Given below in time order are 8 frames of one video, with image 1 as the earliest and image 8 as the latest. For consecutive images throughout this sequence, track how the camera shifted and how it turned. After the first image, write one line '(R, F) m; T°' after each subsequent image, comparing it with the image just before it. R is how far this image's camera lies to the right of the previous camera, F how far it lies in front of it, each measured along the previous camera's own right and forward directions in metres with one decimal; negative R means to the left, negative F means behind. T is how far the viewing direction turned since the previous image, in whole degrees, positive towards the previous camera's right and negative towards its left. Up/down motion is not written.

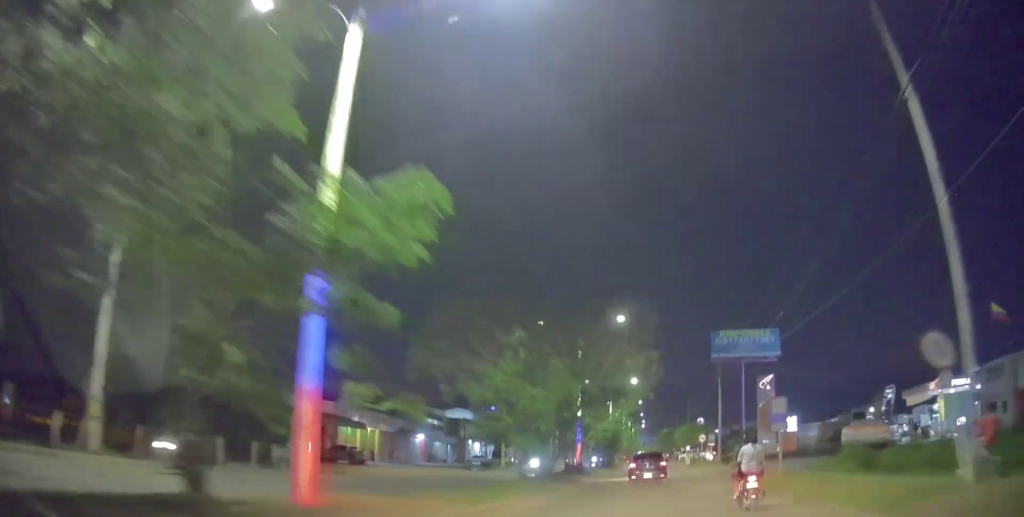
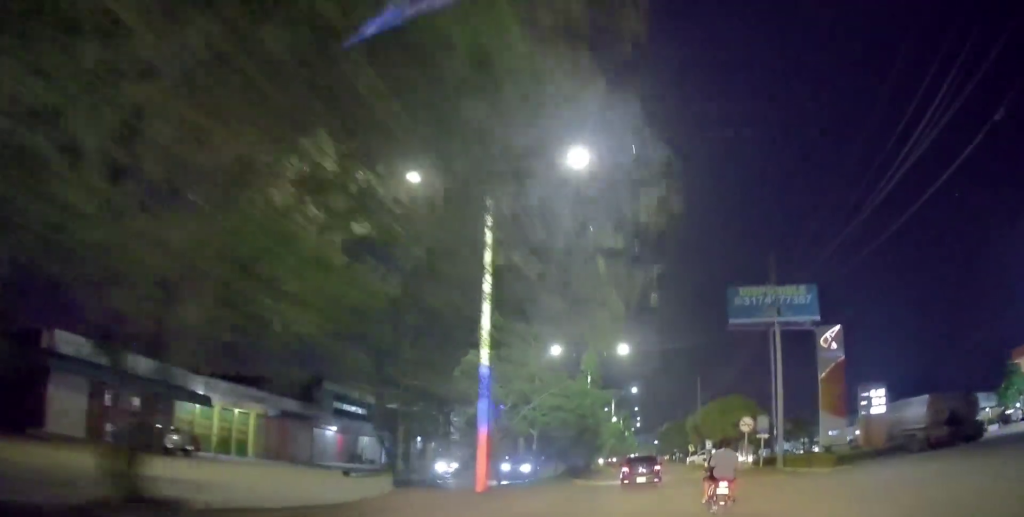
(-0.5, +24.9) m; -4°
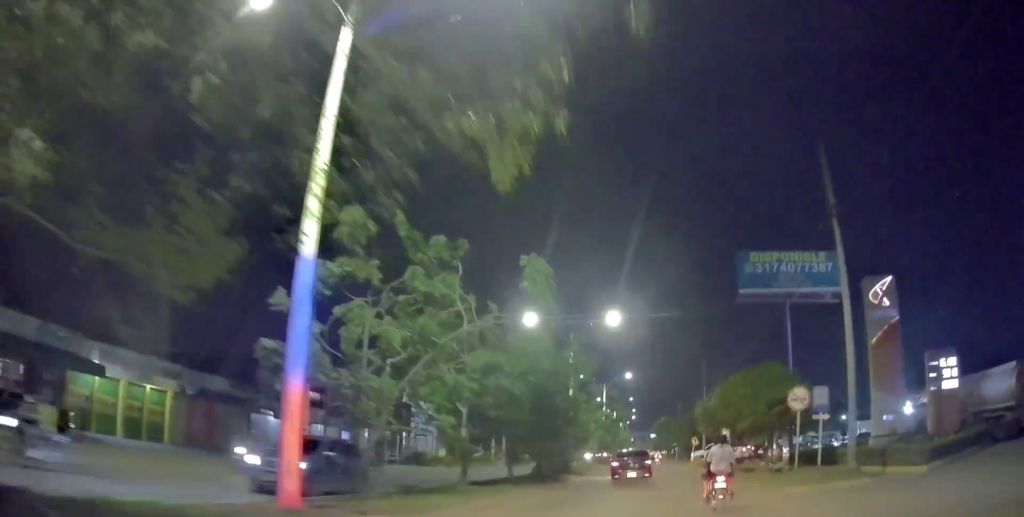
(-0.1, +10.1) m; +1°
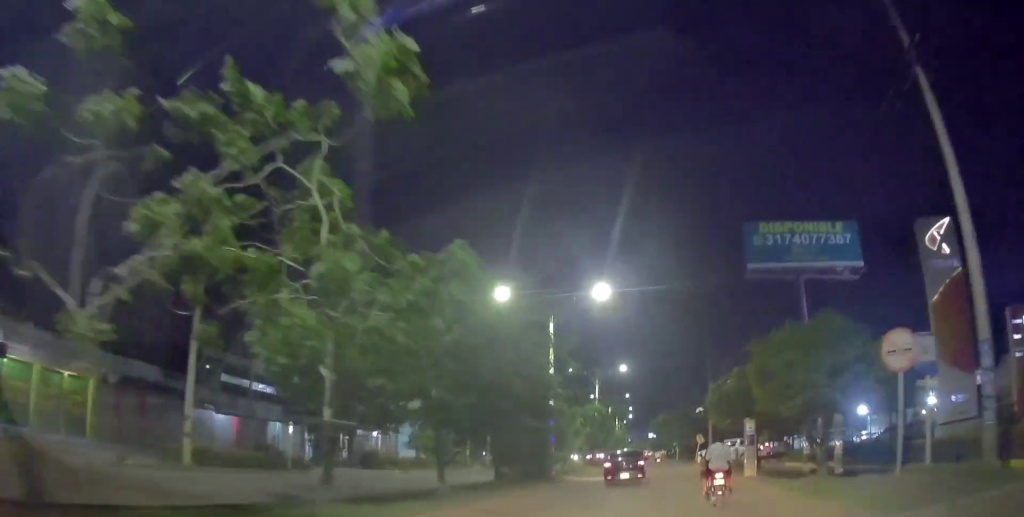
(+0.1, +7.9) m; +2°
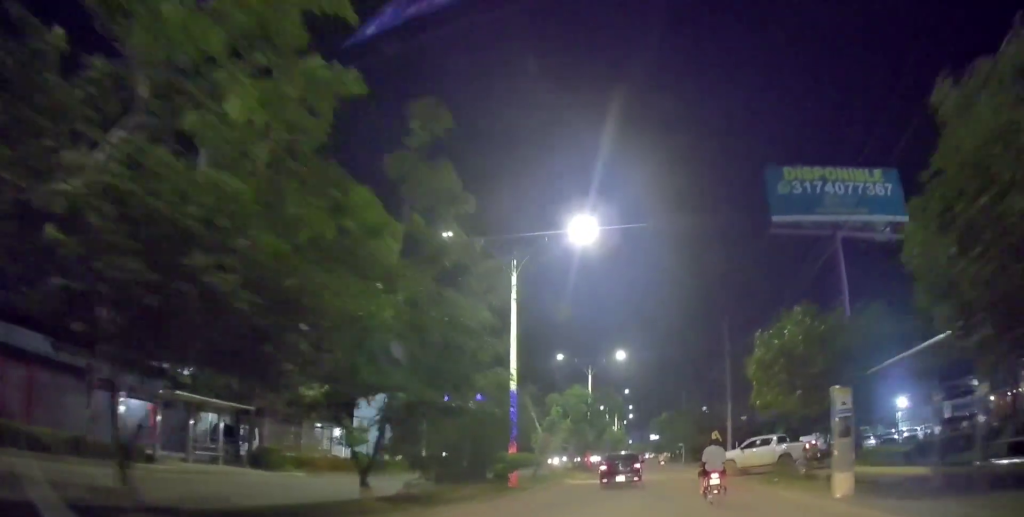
(+0.3, +10.9) m; +1°
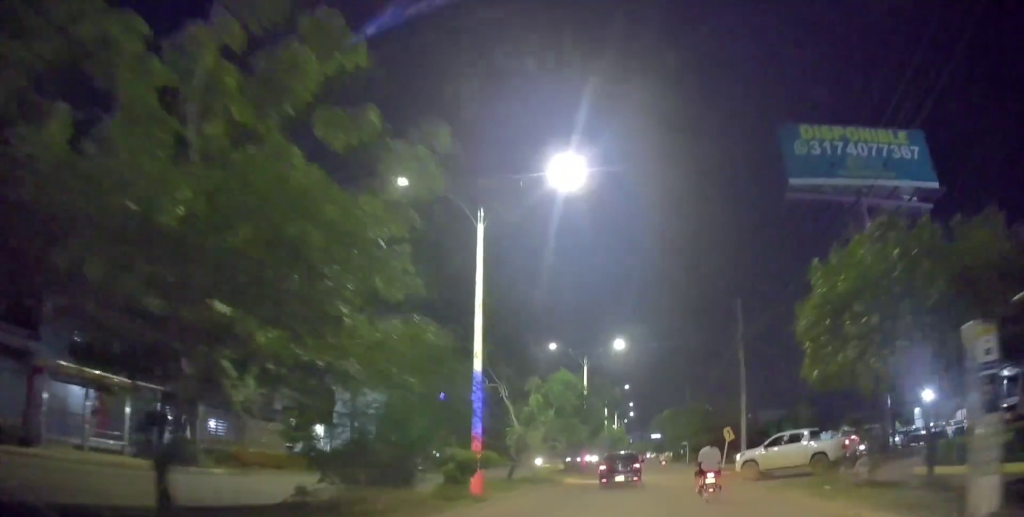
(0.0, +5.5) m; -1°
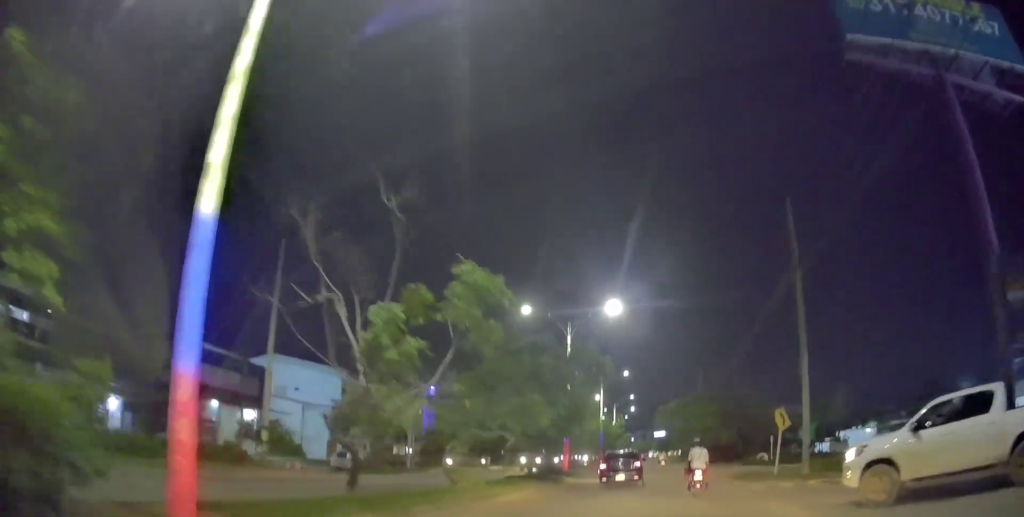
(-0.5, +13.3) m; -1°
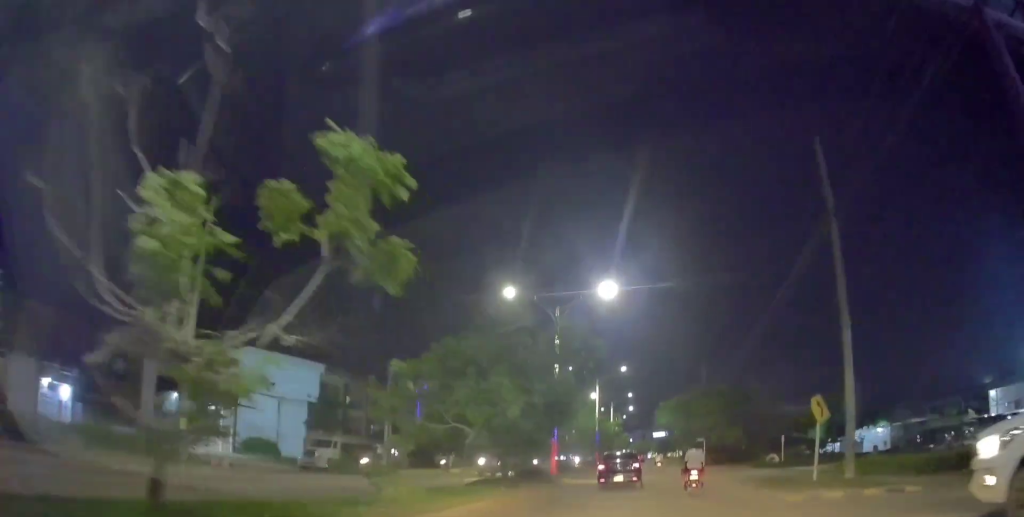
(+0.1, +5.0) m; 0°
